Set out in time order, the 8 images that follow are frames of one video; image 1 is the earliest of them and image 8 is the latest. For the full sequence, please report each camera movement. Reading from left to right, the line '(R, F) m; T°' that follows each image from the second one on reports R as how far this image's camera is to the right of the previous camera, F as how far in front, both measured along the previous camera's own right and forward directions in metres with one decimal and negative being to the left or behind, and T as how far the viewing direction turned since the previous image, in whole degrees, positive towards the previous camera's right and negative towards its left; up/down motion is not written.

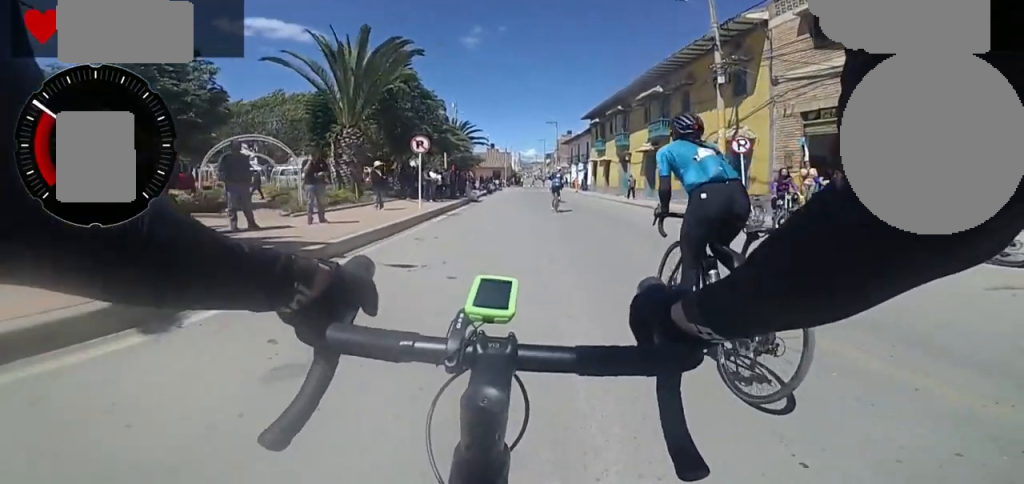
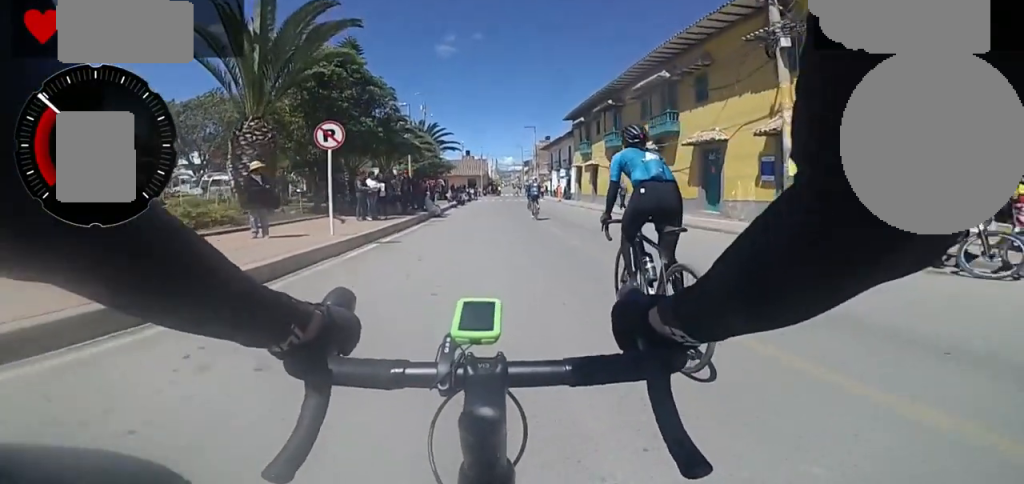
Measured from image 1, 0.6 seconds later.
(+0.2, +4.2) m; -5°
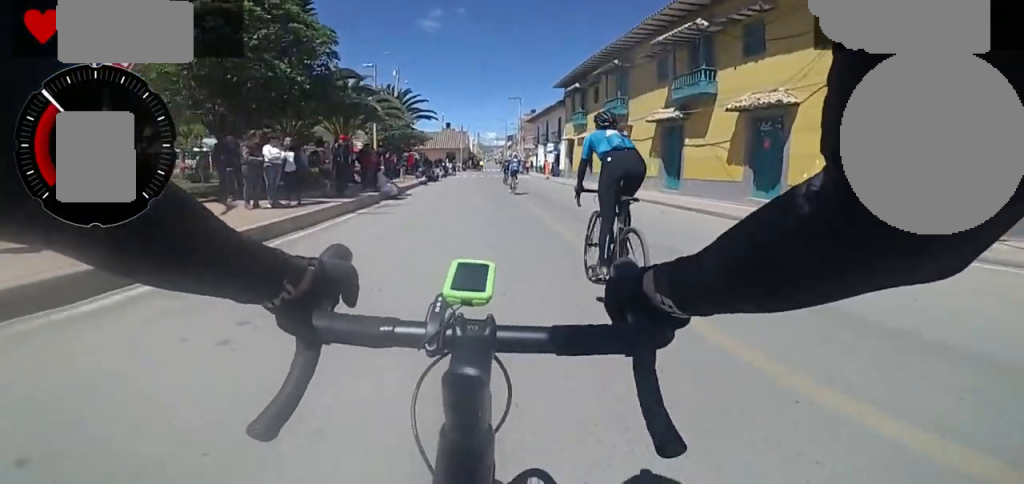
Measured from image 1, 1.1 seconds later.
(-0.6, +4.0) m; 0°
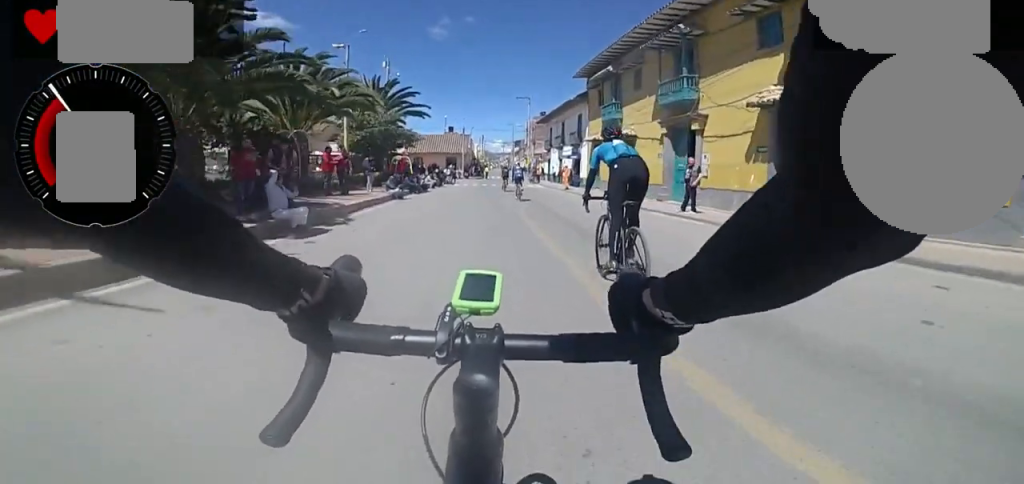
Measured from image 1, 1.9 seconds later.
(-0.1, +6.1) m; +3°
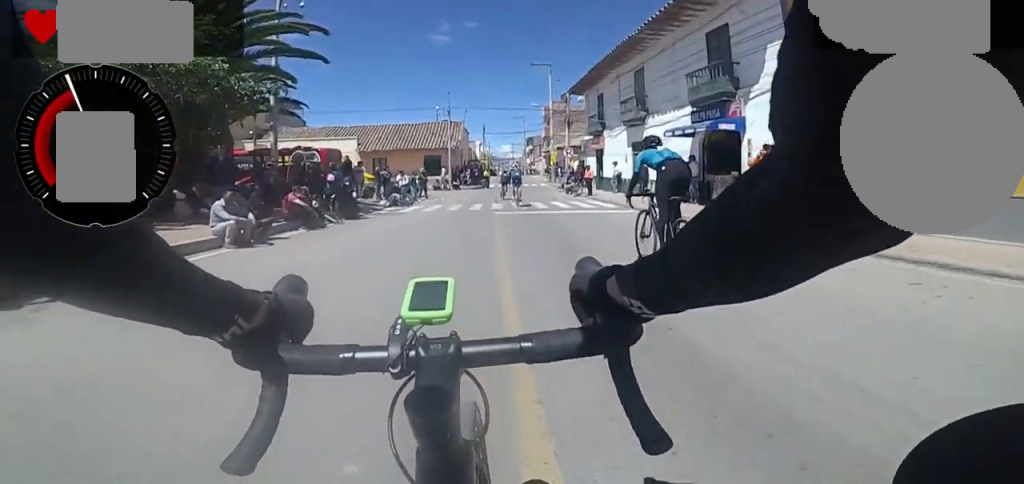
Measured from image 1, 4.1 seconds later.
(+3.2, +18.5) m; +15°
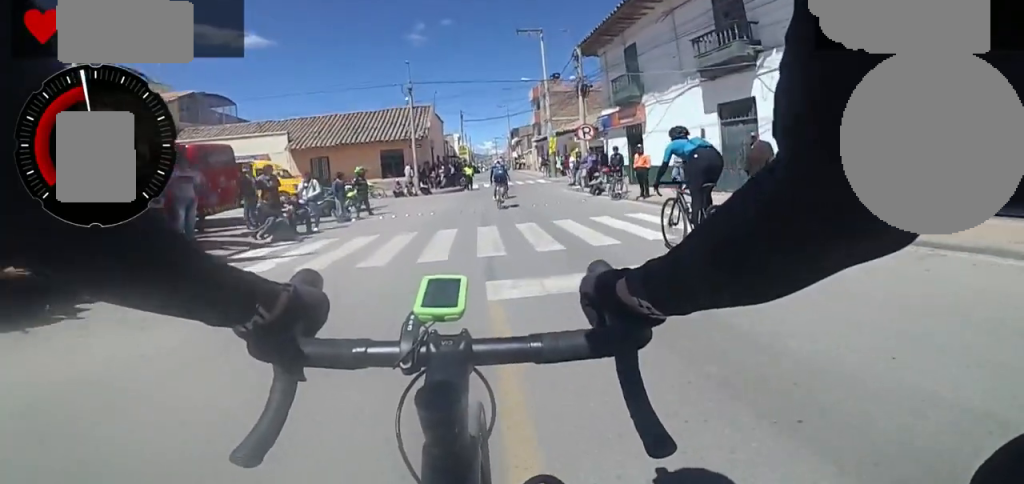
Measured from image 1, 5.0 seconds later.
(+0.3, +8.8) m; -3°
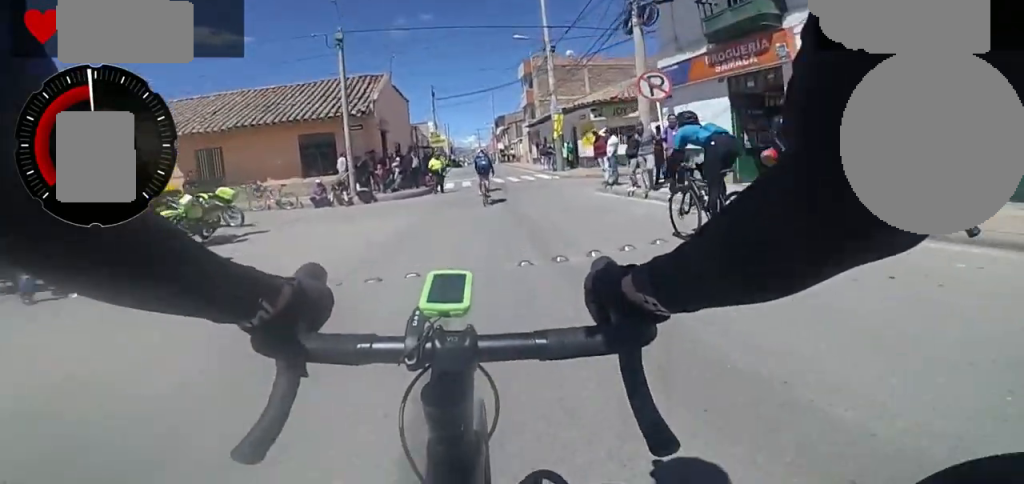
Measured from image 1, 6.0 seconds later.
(-0.7, +8.8) m; -16°
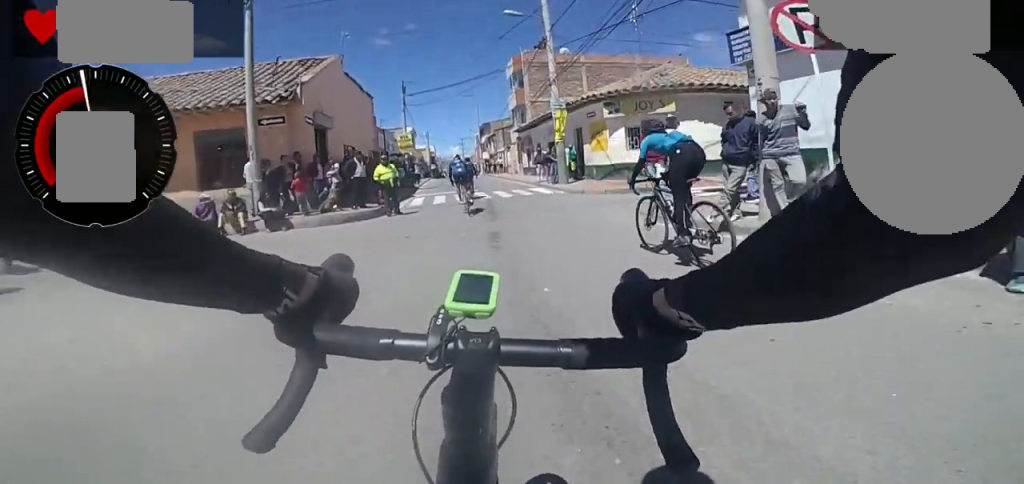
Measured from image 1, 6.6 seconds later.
(-0.4, +5.2) m; -14°
